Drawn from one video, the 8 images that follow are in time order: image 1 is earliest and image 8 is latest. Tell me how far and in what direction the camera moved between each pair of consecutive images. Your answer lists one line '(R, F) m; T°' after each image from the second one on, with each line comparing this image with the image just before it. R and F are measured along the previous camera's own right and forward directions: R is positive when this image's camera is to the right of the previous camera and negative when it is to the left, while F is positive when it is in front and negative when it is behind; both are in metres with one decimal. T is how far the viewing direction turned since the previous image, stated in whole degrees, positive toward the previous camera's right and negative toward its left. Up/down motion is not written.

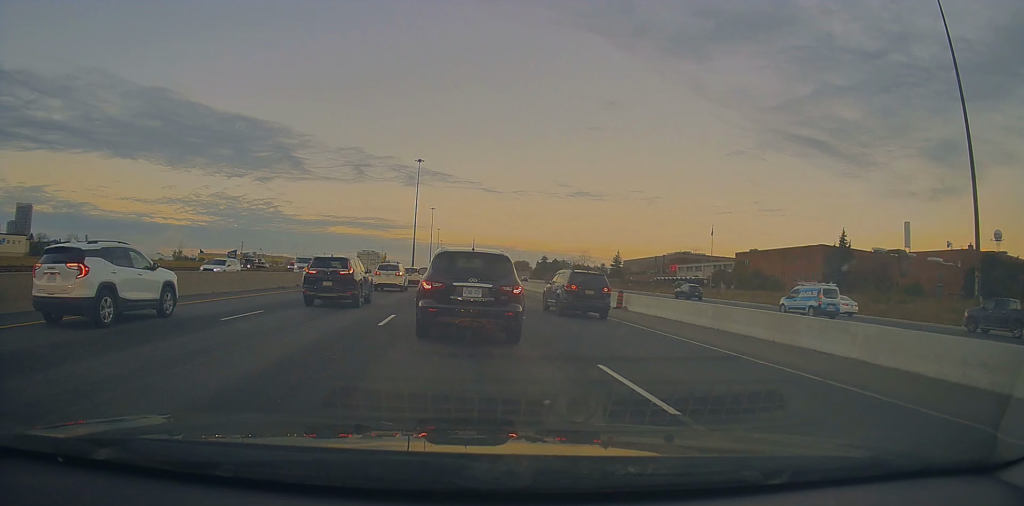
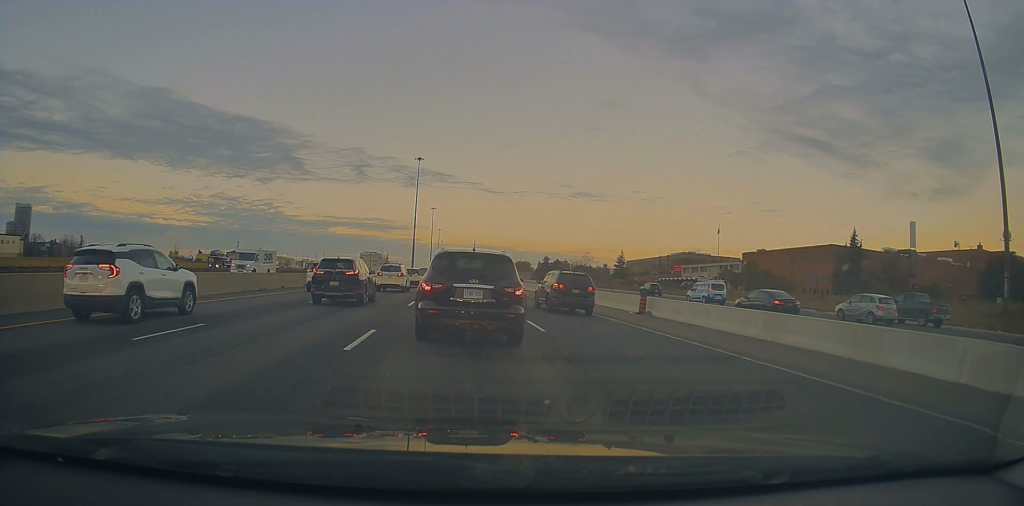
(+0.4, +4.1) m; +1°
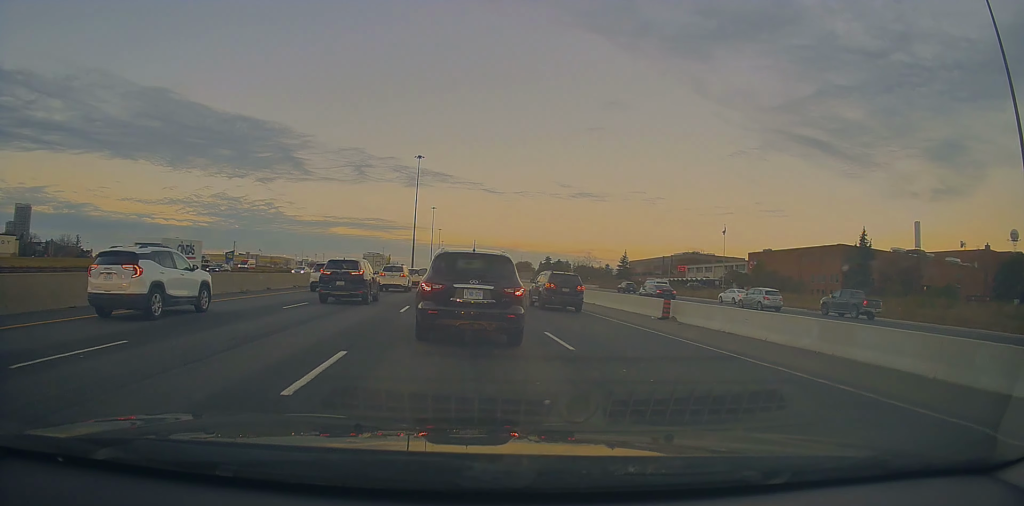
(+0.5, +3.3) m; 0°
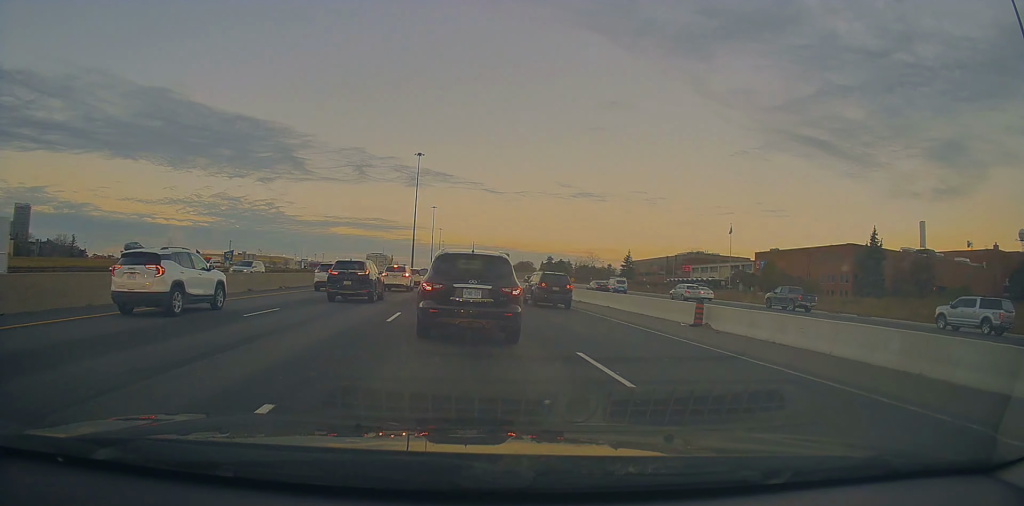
(-0.6, +3.5) m; -3°
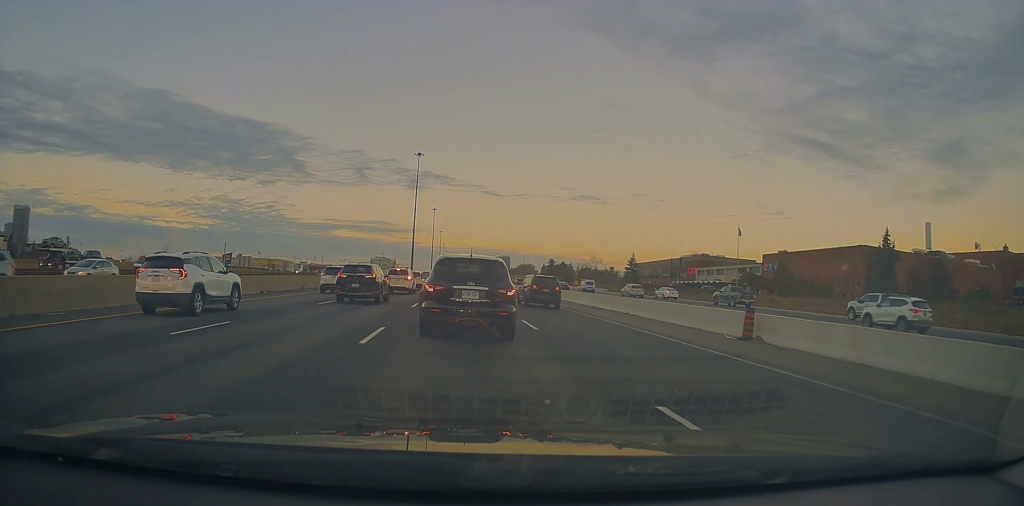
(-0.2, +4.1) m; -2°
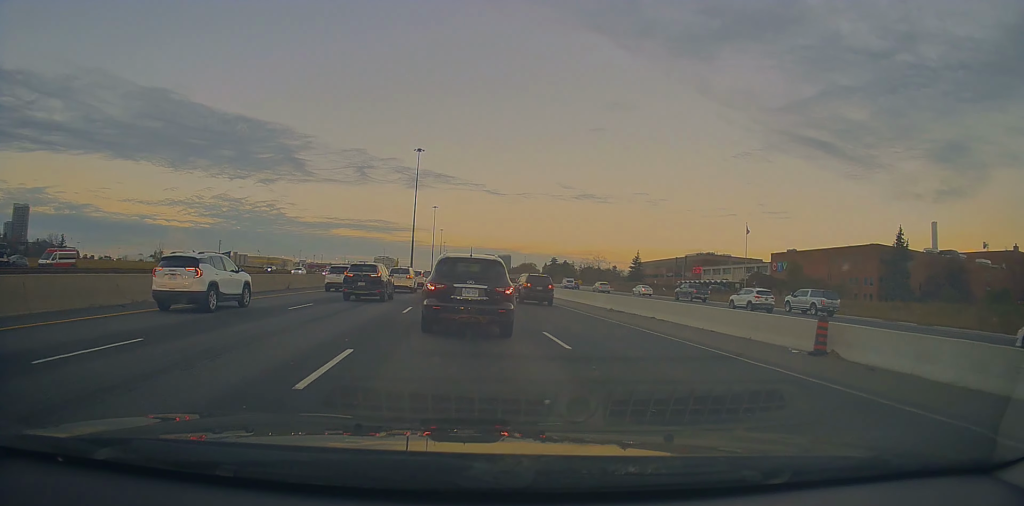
(+0.3, +4.0) m; +1°
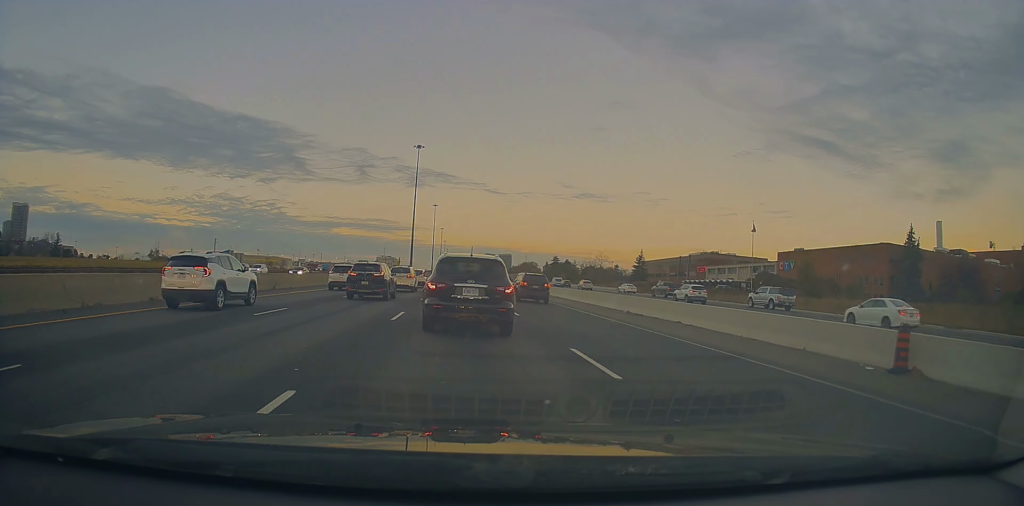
(-0.2, +3.2) m; +1°
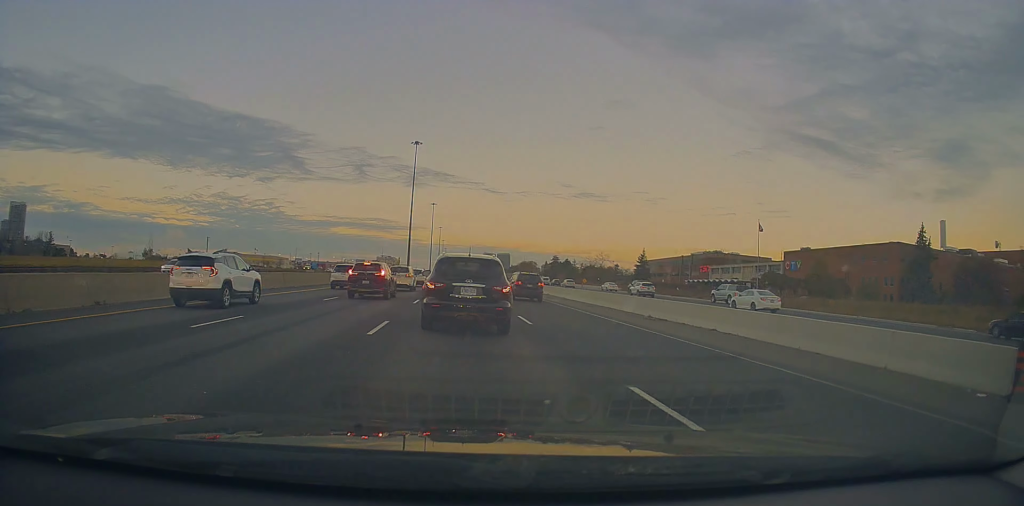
(-0.2, +3.7) m; +1°
